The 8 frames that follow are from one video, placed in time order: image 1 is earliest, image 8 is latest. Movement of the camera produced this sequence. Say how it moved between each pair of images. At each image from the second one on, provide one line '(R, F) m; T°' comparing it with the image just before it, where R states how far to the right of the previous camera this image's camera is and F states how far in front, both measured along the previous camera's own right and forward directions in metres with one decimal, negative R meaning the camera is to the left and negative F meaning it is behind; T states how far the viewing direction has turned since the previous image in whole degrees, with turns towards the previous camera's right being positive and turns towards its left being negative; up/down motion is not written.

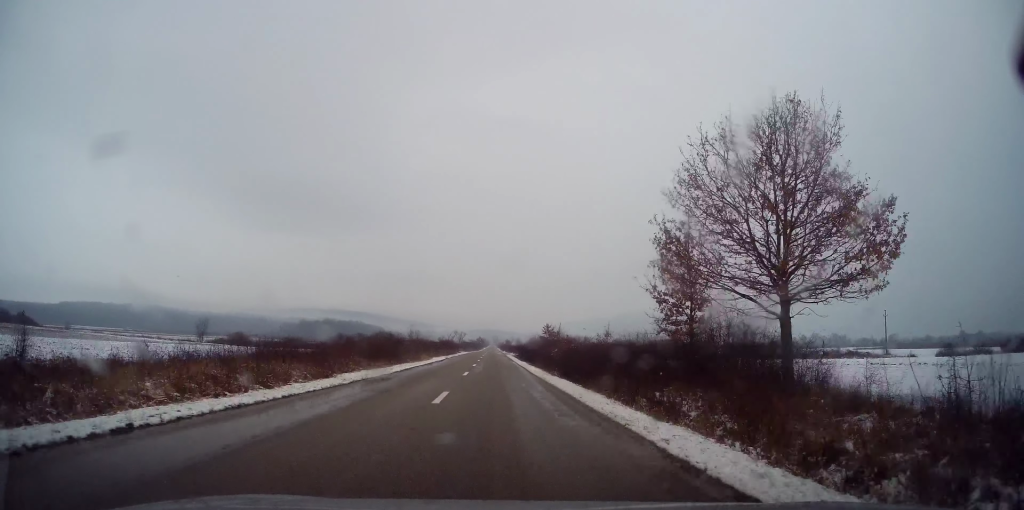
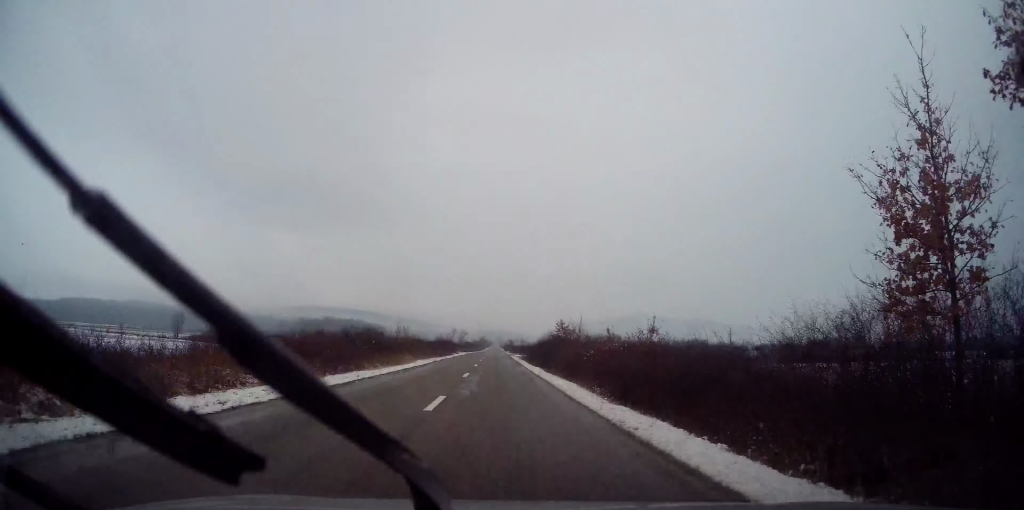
(0.0, +13.1) m; 0°
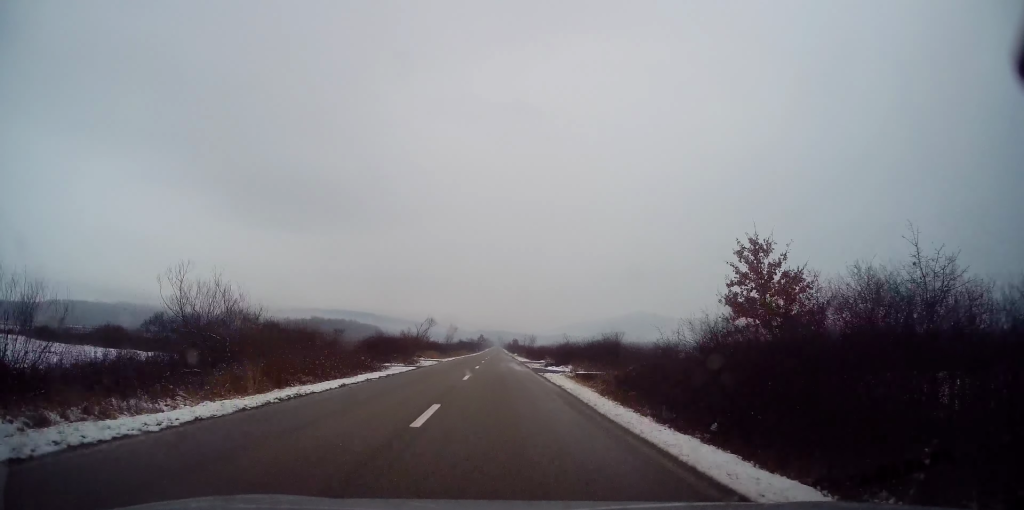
(-0.6, +48.6) m; -1°
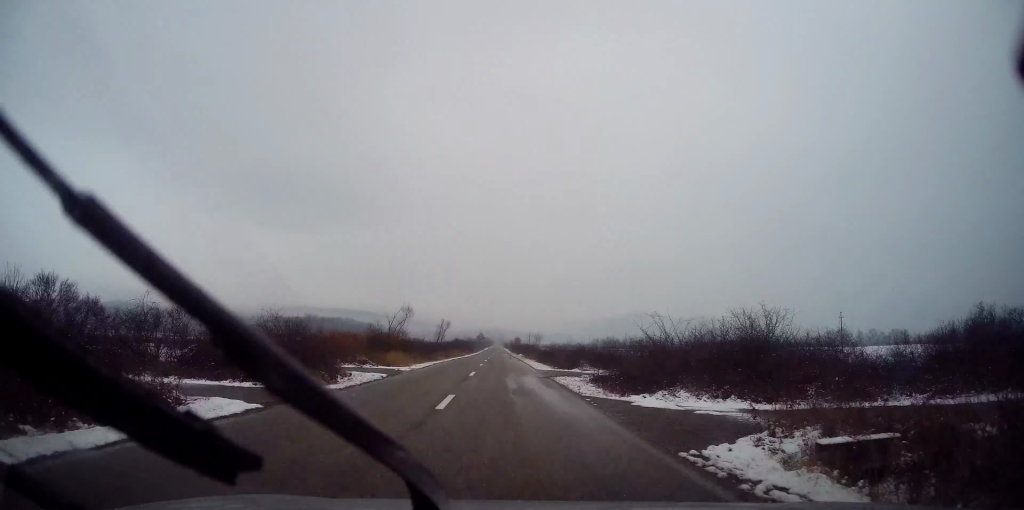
(-0.1, +20.5) m; +1°
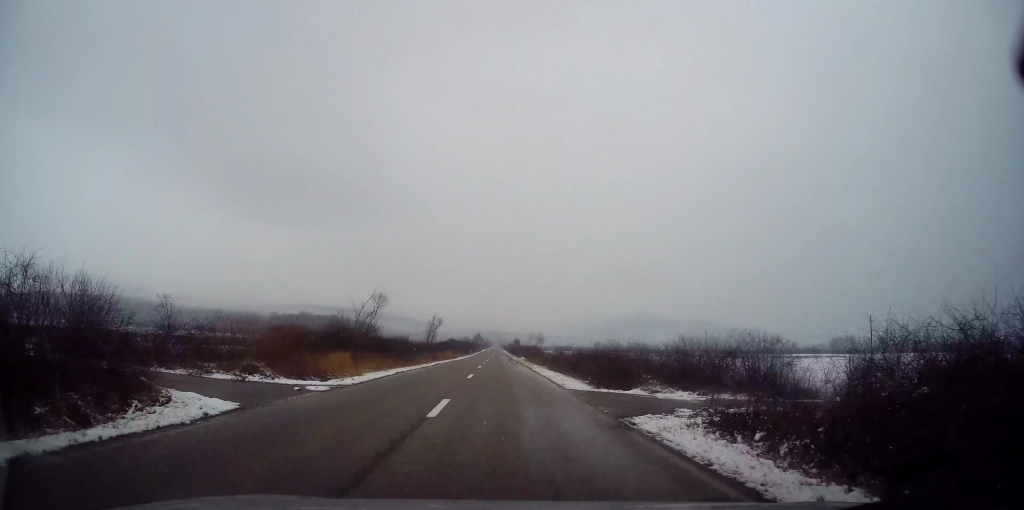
(+0.2, +13.1) m; 0°
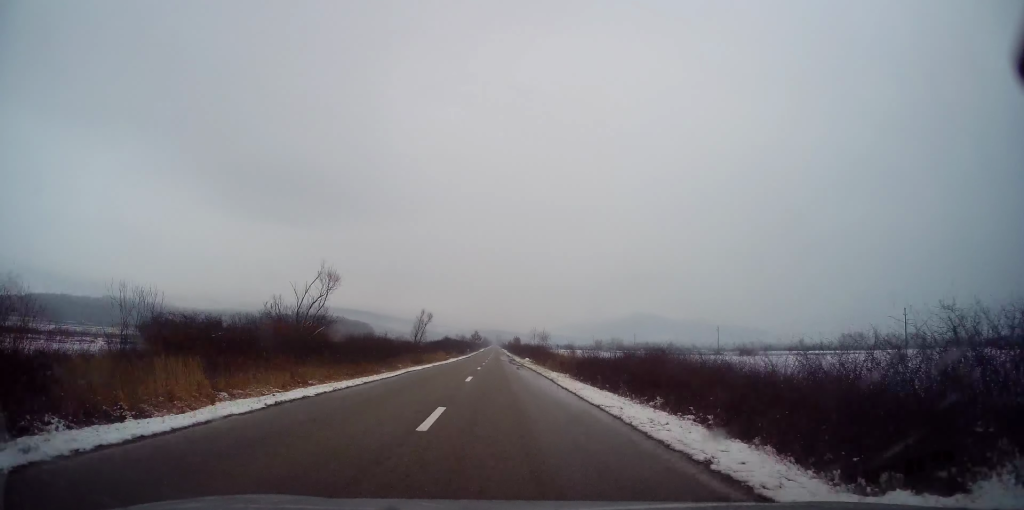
(+0.1, +13.1) m; 0°
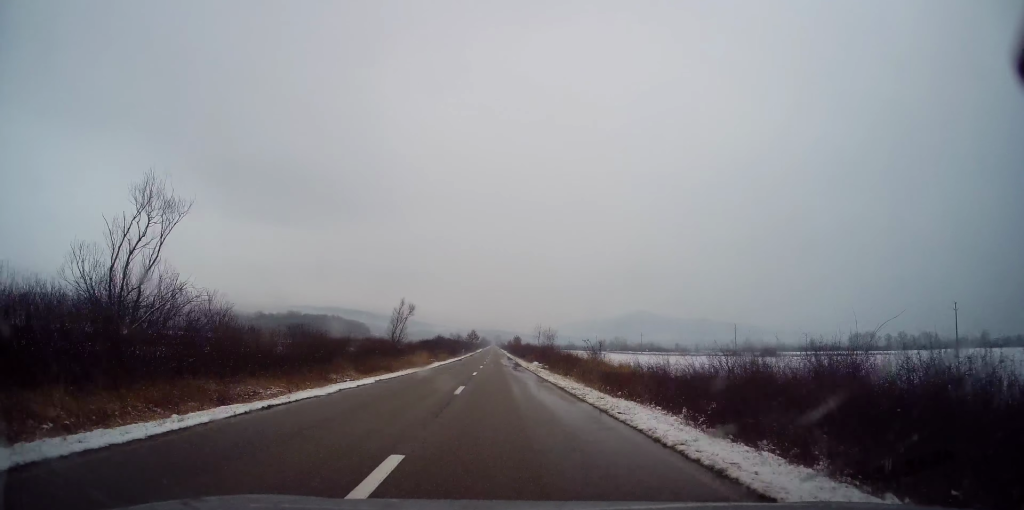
(0.0, +16.4) m; 0°
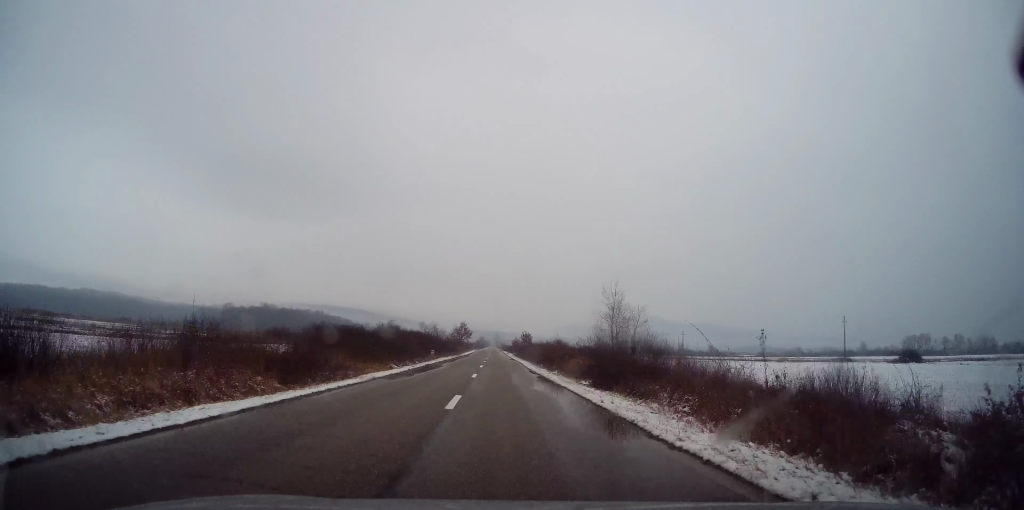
(-0.8, +62.2) m; 0°
